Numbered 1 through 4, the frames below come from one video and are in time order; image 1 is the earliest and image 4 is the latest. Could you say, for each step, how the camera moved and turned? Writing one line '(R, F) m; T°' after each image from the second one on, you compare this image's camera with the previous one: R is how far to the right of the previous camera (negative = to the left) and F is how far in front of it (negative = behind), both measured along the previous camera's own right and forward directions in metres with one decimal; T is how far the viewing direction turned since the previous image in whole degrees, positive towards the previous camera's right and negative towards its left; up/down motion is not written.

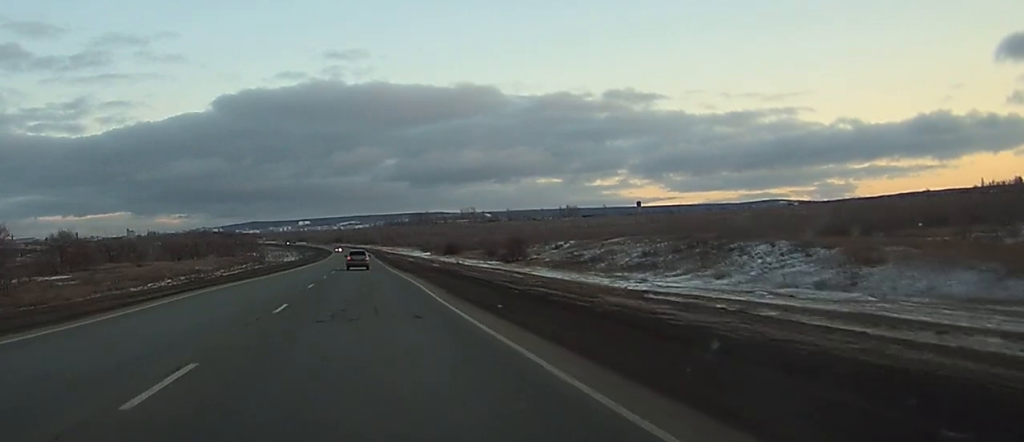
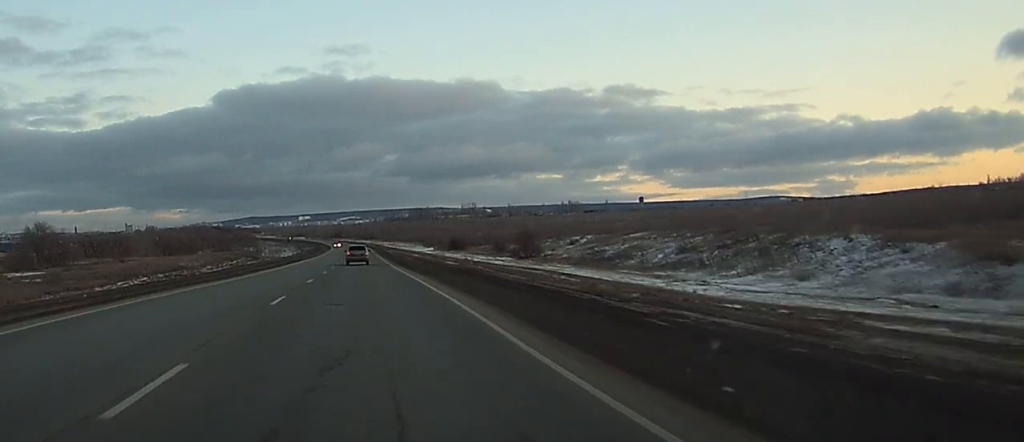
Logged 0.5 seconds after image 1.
(0.0, +12.3) m; 0°
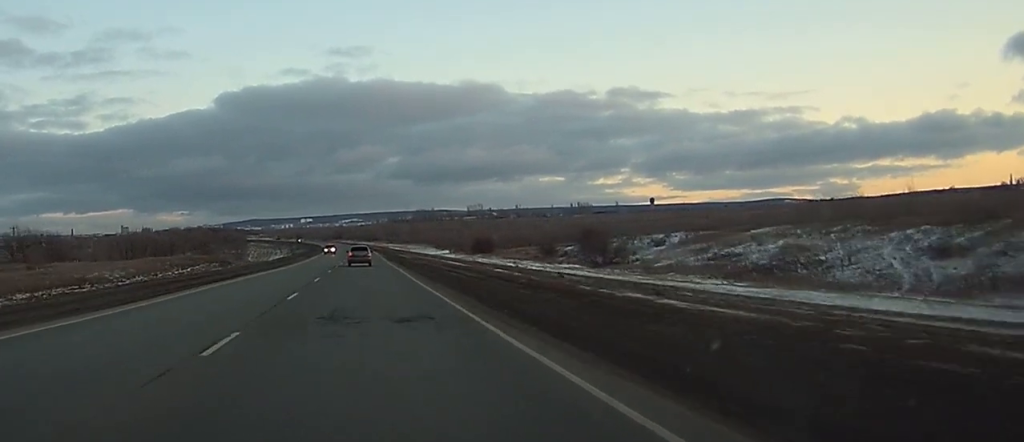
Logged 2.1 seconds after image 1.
(0.0, +43.6) m; 0°
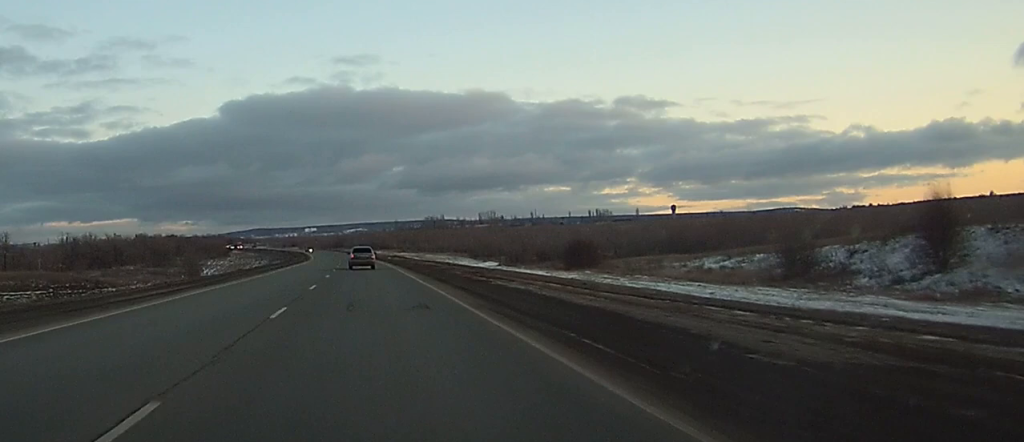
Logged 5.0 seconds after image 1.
(-0.2, +78.0) m; 0°
